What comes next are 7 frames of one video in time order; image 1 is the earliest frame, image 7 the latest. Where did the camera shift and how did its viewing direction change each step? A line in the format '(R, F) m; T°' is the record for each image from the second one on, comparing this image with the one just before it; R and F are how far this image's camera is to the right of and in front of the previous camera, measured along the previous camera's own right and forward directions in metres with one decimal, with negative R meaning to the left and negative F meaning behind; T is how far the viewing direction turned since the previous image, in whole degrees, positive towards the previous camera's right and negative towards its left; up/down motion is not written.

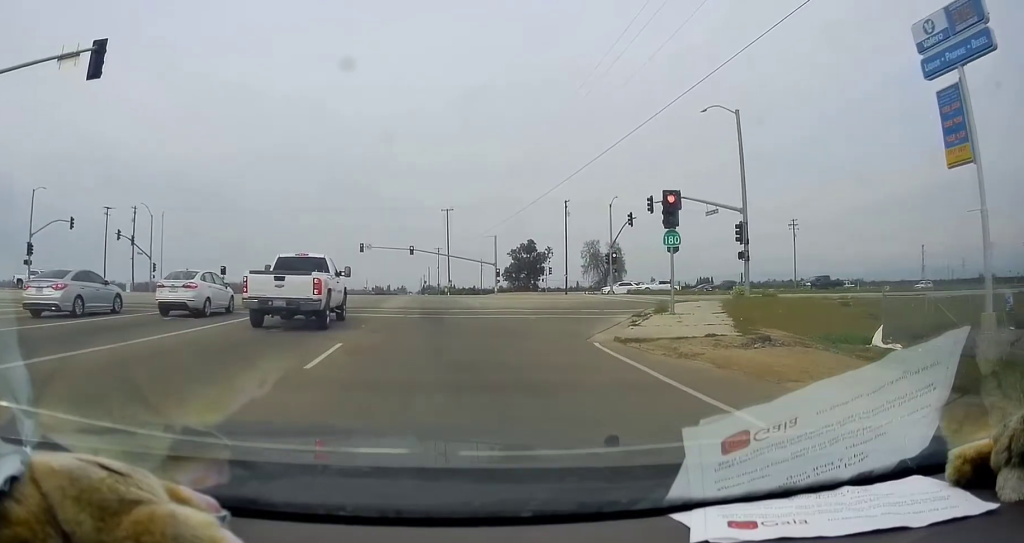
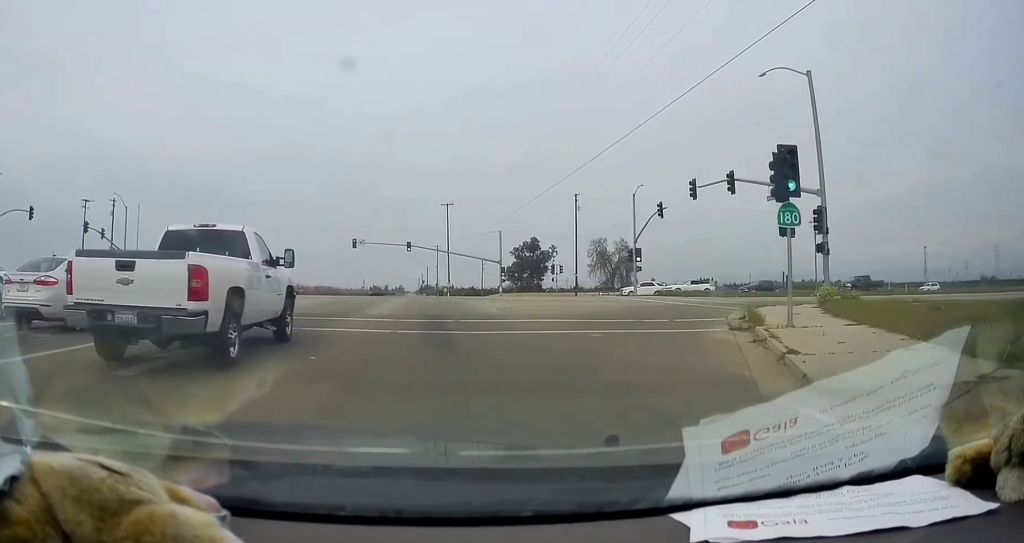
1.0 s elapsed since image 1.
(0.0, +10.2) m; +2°
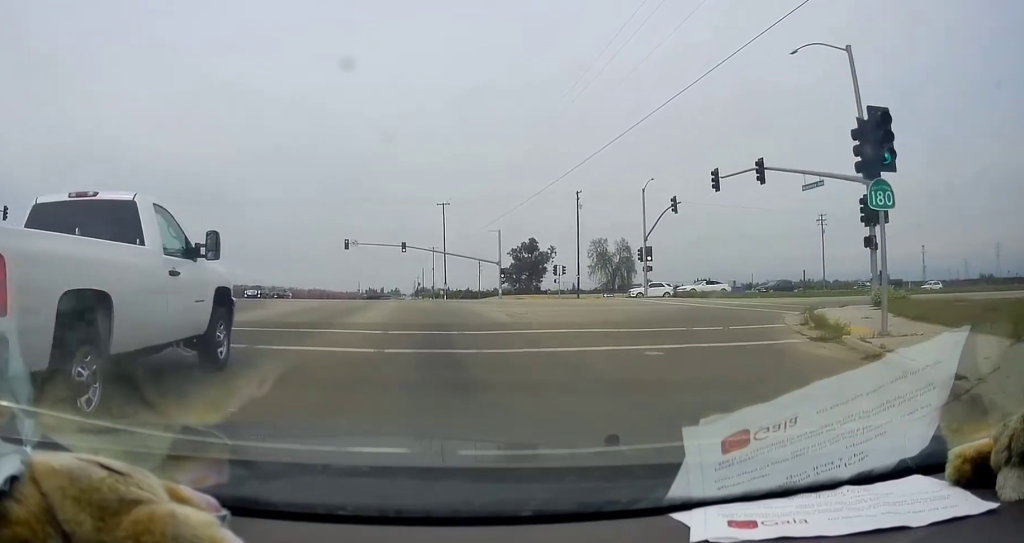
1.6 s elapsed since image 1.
(0.0, +5.0) m; +1°
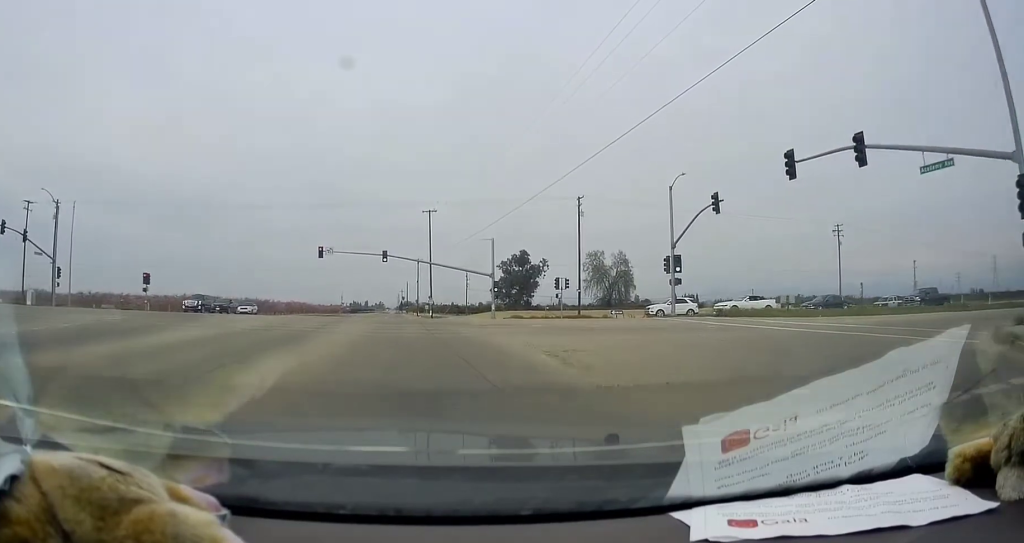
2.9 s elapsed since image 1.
(+0.3, +9.4) m; -1°
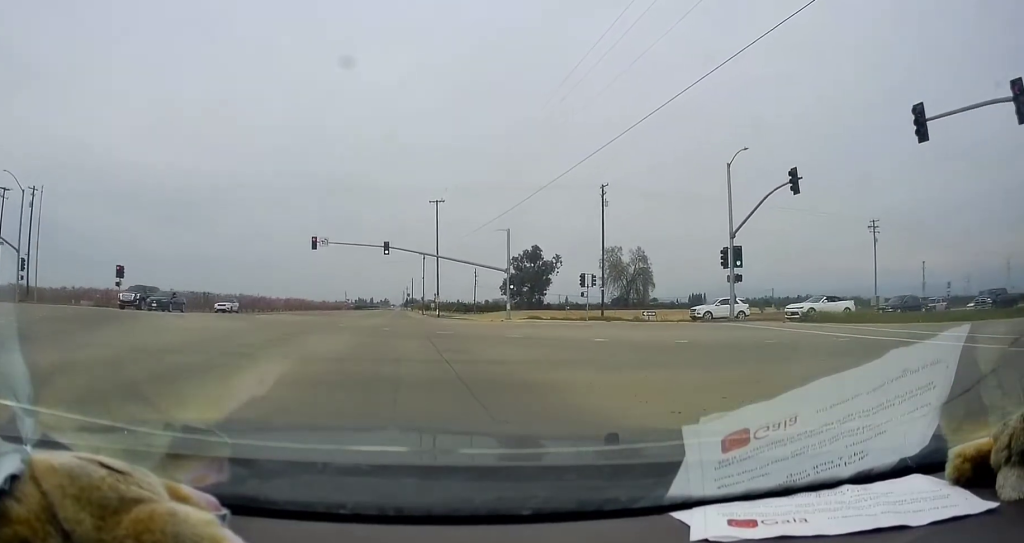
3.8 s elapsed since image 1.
(-0.3, +6.8) m; -2°
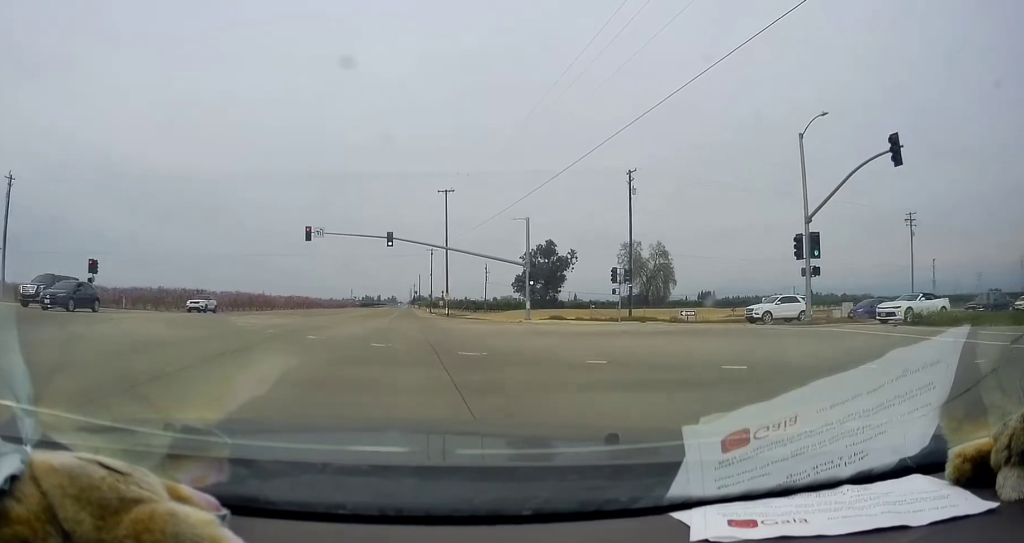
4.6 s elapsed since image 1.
(0.0, +5.6) m; 0°
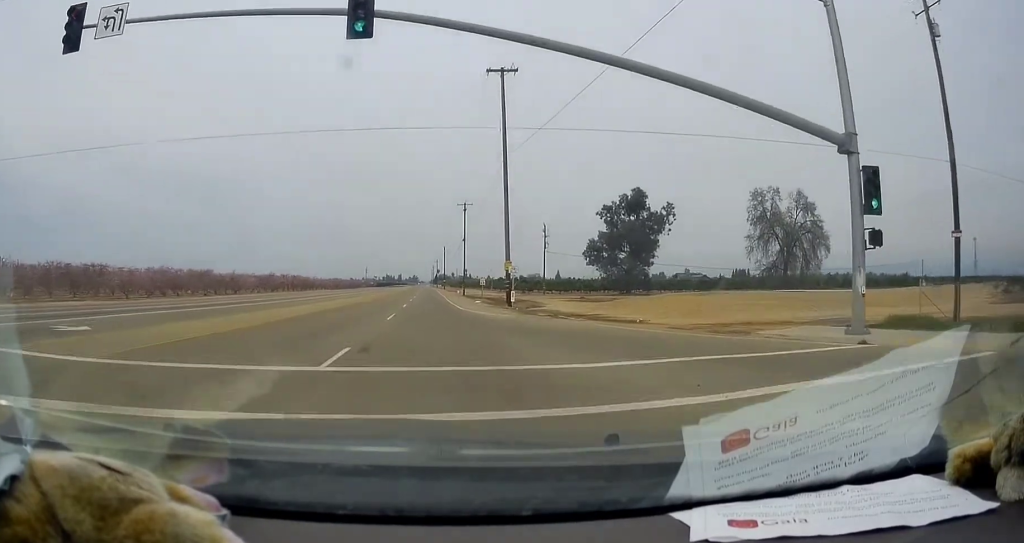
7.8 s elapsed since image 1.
(+1.5, +35.3) m; -1°
